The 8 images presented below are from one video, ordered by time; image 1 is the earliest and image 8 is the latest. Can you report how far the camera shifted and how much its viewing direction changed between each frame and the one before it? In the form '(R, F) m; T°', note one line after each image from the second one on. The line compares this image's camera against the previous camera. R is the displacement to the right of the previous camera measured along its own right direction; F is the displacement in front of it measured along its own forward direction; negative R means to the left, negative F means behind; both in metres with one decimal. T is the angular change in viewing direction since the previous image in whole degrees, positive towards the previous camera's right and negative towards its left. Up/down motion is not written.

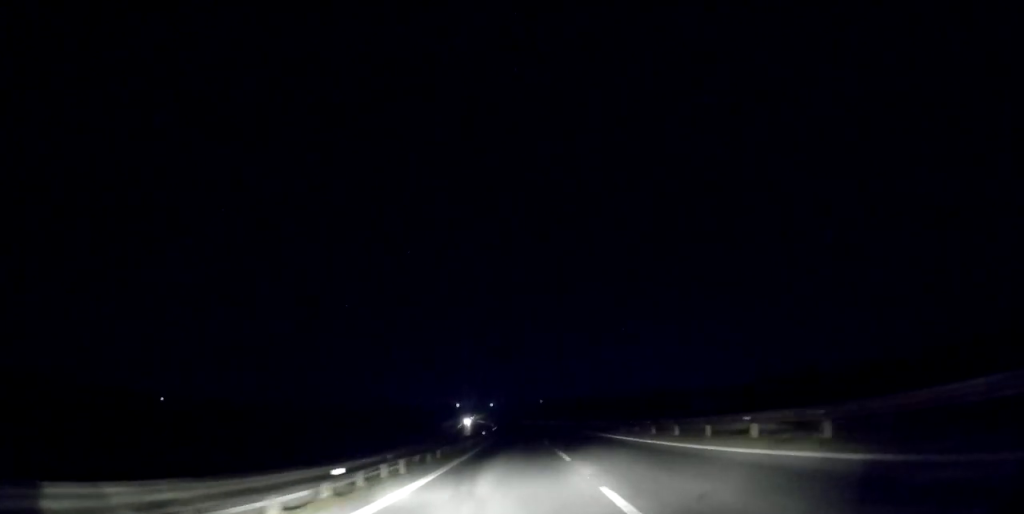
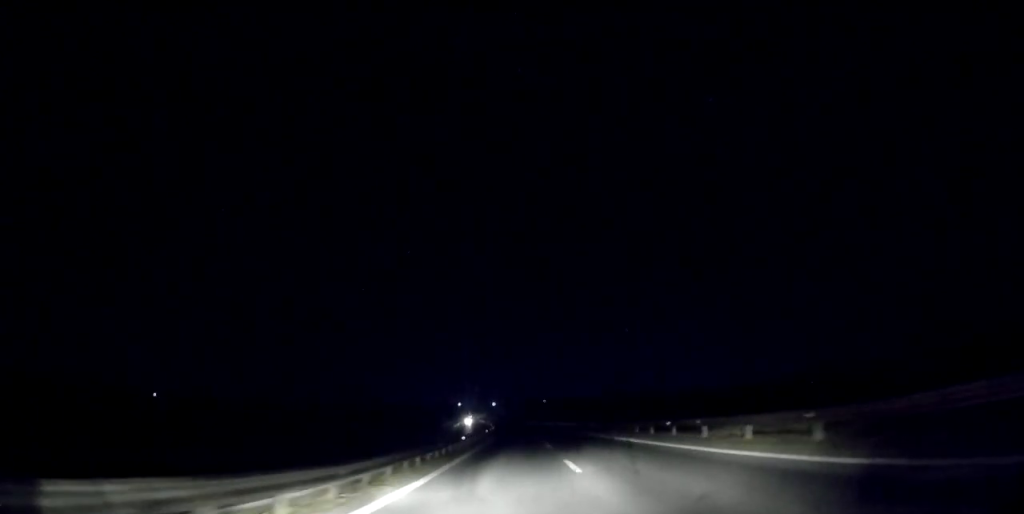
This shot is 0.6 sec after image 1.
(-0.1, +15.7) m; 0°
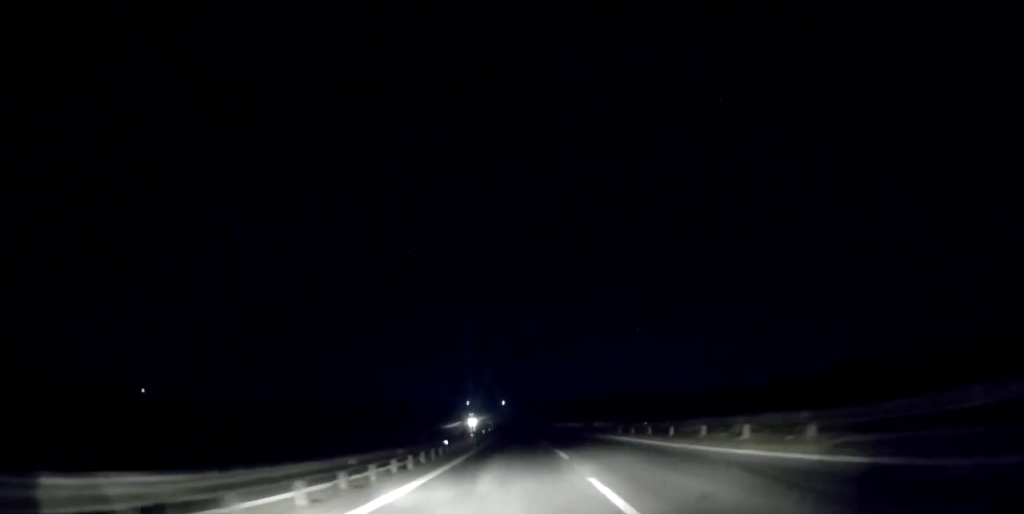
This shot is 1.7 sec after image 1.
(0.0, +31.4) m; -1°
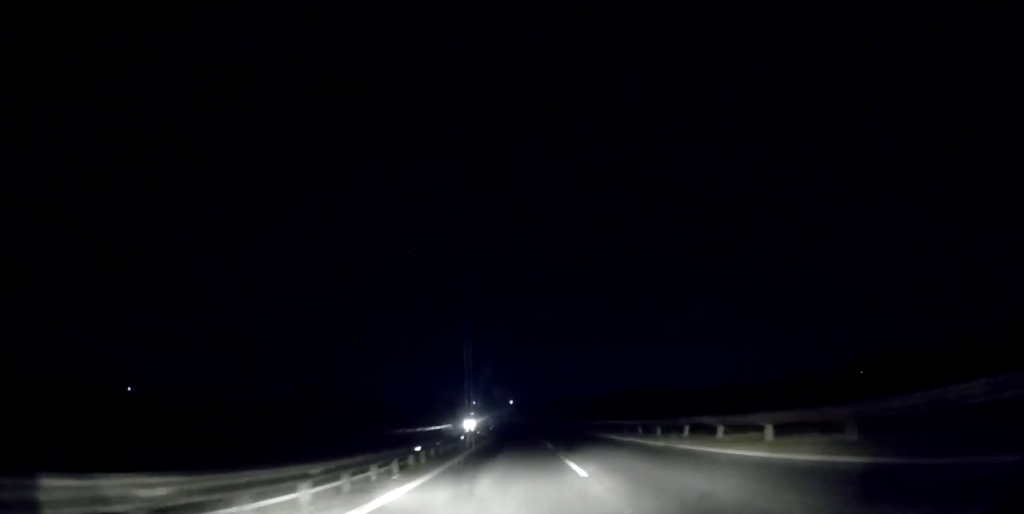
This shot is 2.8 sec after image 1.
(-0.3, +29.7) m; -1°
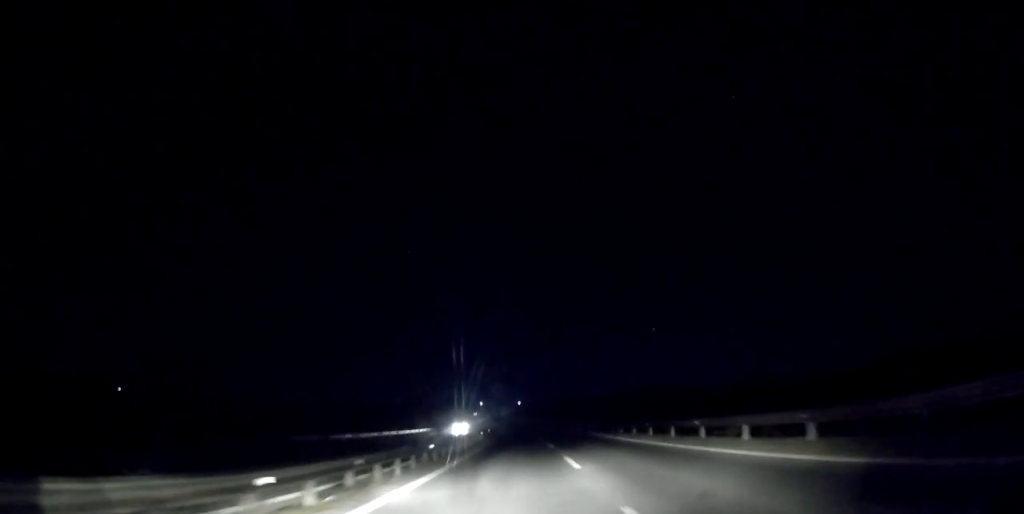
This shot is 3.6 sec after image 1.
(-0.2, +22.3) m; -1°
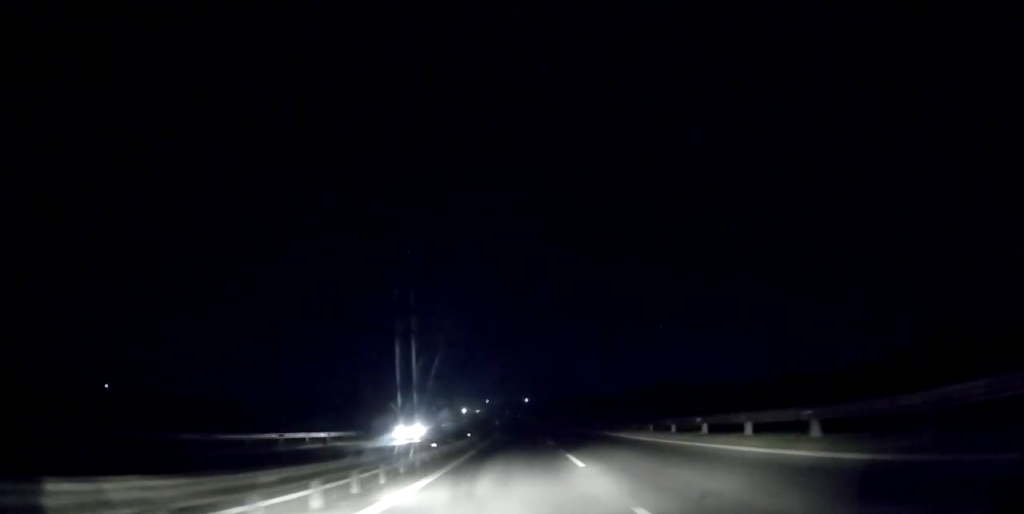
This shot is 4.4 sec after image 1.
(-0.1, +23.9) m; 0°
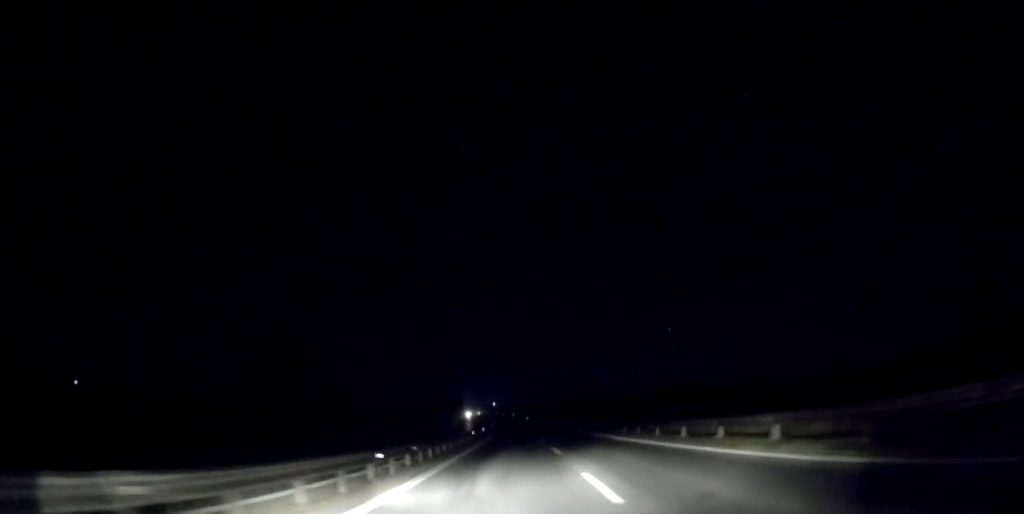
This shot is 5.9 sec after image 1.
(0.0, +42.0) m; -1°
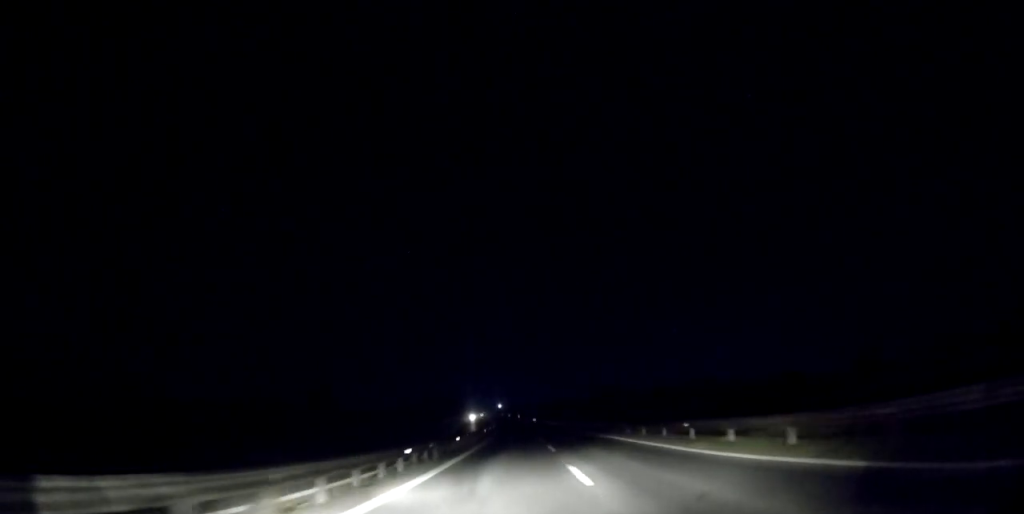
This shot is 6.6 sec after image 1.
(-0.2, +20.9) m; -1°
